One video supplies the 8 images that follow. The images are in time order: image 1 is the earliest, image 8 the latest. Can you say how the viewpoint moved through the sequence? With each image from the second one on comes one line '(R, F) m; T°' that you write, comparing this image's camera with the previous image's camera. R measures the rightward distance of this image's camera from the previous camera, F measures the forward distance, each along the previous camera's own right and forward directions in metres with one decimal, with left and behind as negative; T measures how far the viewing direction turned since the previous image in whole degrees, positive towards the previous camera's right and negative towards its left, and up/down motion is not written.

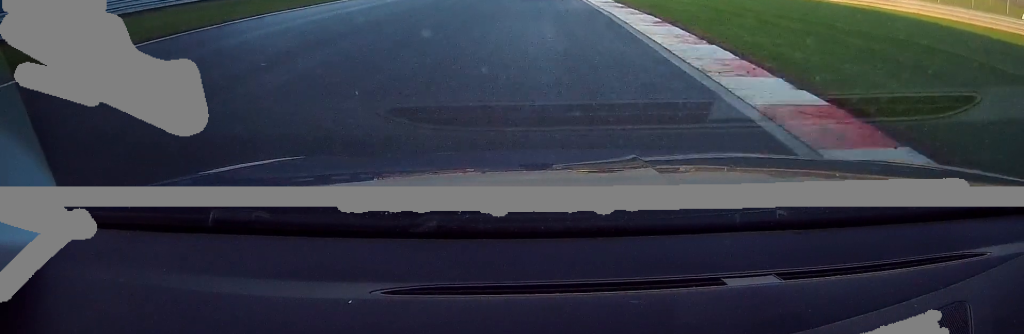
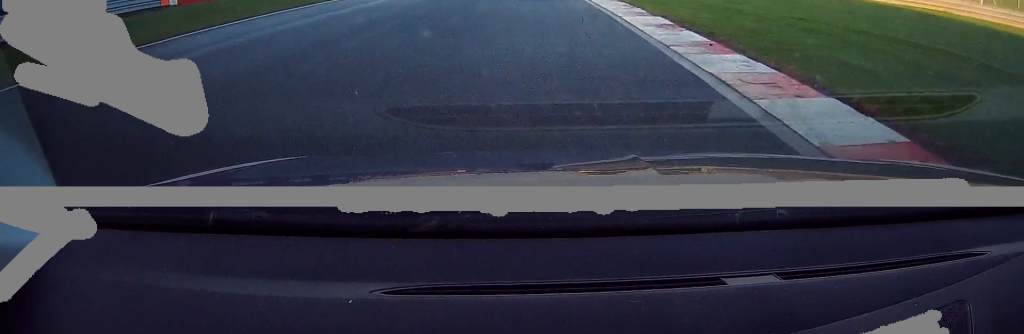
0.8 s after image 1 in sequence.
(0.0, +11.7) m; 0°
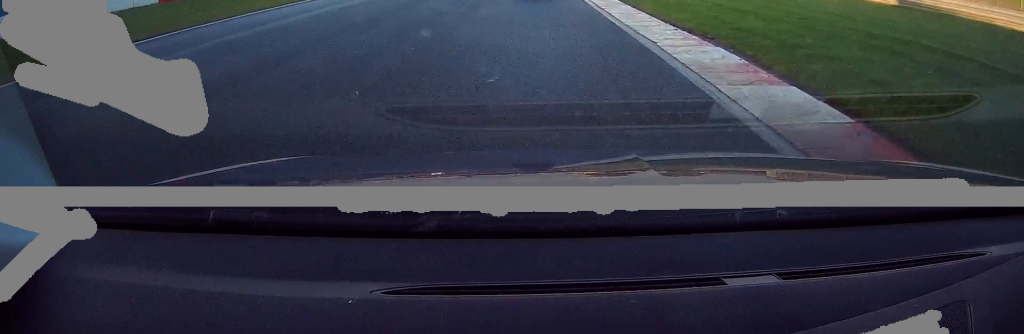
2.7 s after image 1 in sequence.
(+0.1, +25.3) m; +1°
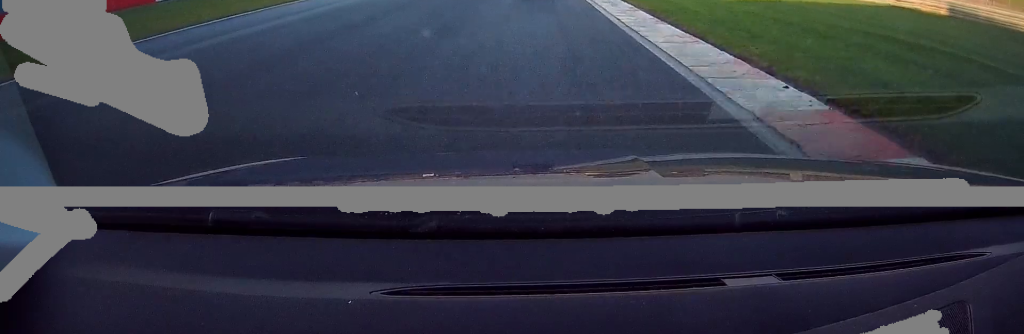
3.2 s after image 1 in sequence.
(0.0, +6.0) m; 0°
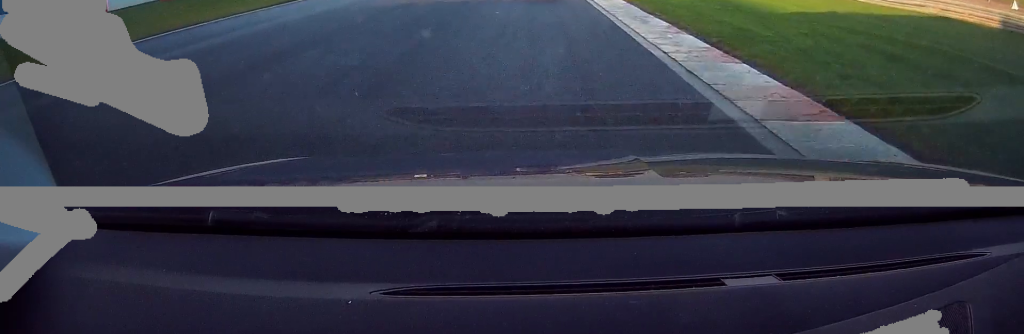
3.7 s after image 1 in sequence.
(0.0, +5.5) m; 0°
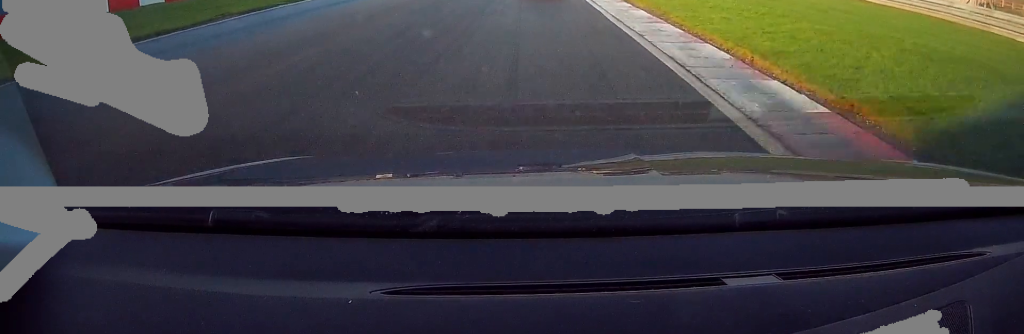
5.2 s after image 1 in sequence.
(-0.5, +17.6) m; -3°
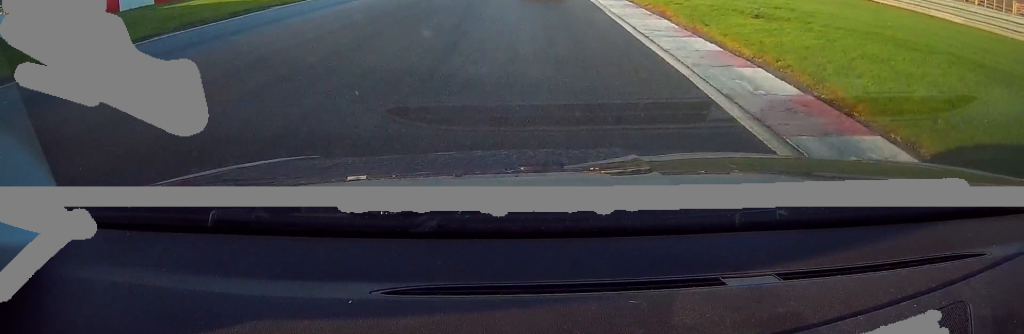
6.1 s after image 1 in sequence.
(0.0, +9.0) m; +1°
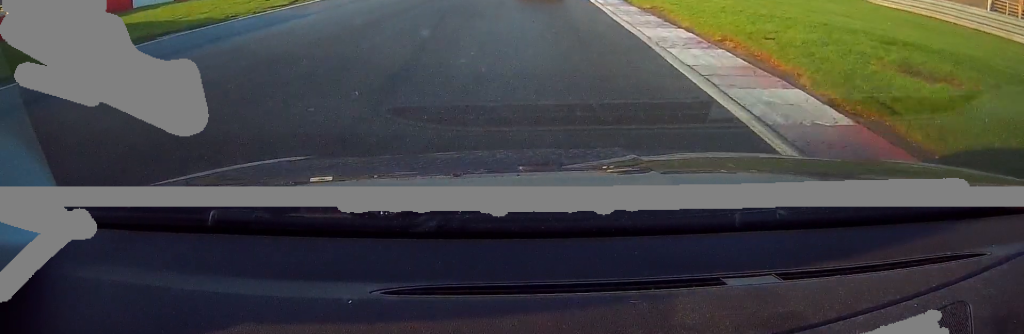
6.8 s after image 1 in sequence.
(+0.3, +7.8) m; +1°
